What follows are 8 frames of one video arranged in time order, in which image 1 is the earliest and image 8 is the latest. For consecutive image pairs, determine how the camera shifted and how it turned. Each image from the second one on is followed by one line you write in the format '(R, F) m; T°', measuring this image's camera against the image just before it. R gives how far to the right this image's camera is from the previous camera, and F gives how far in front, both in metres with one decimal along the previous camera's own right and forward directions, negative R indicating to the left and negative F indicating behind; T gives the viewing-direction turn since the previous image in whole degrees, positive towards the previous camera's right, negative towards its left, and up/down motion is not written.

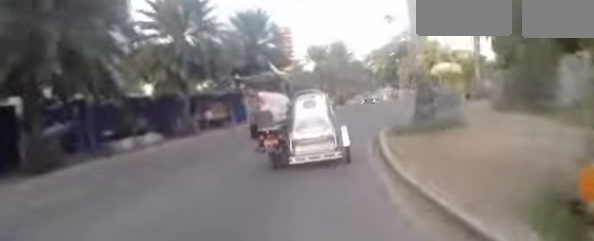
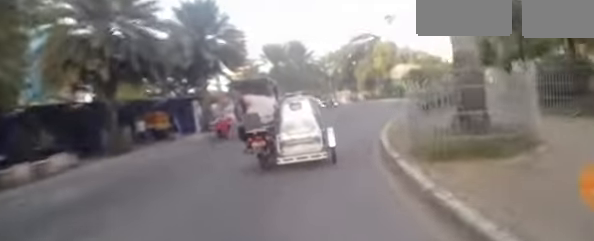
(+0.2, +3.4) m; +15°
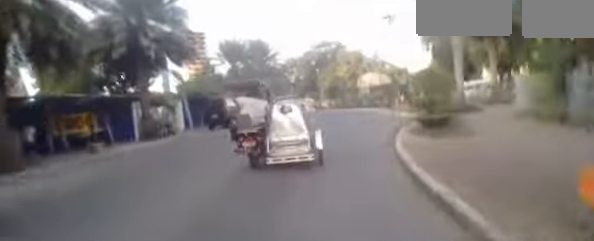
(+0.8, +3.6) m; +10°
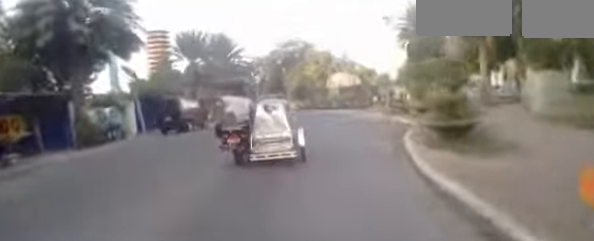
(+0.3, +2.8) m; +6°
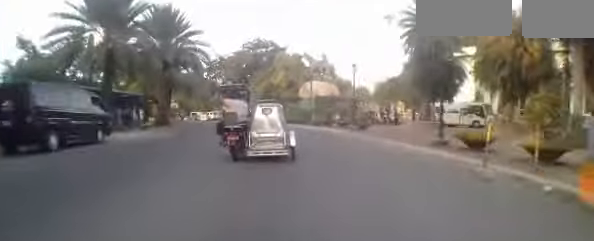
(+0.9, +8.4) m; +9°
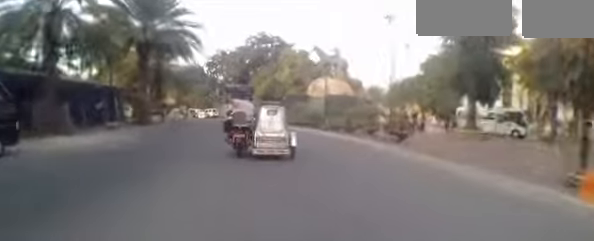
(-0.2, +5.5) m; -4°
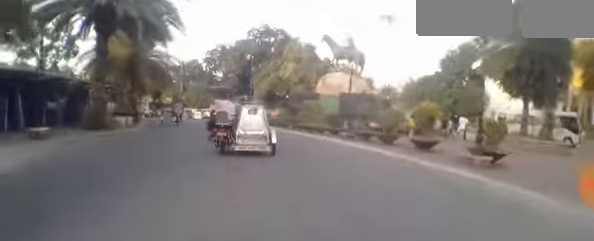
(-0.2, +5.0) m; -3°
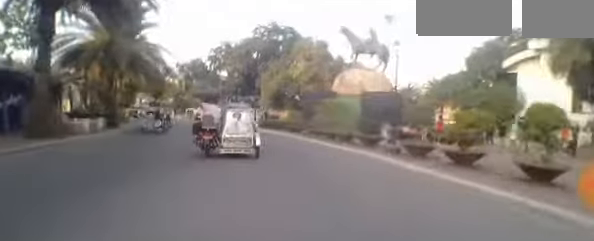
(0.0, +4.4) m; 0°
